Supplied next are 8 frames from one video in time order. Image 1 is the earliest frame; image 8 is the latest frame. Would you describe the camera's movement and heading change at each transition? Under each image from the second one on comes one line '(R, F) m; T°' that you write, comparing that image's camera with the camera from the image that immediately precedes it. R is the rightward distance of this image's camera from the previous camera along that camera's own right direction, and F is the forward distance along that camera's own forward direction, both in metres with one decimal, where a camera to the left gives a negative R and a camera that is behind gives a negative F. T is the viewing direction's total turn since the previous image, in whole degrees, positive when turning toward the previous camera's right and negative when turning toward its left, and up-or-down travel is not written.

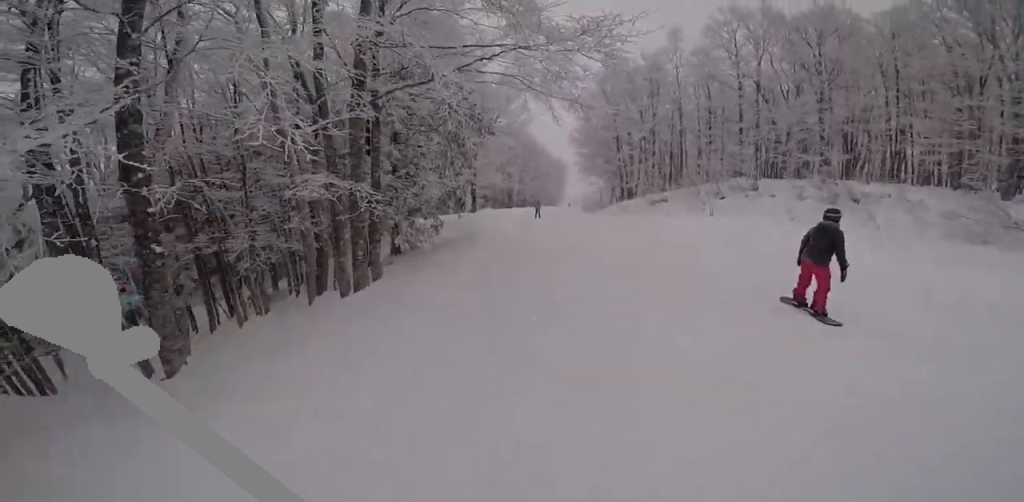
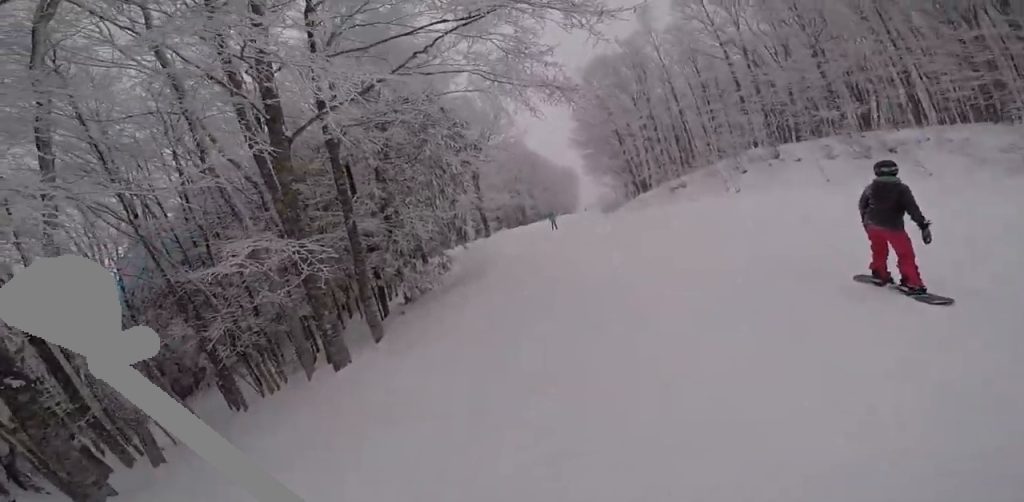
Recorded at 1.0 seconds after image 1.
(0.0, +1.7) m; -7°
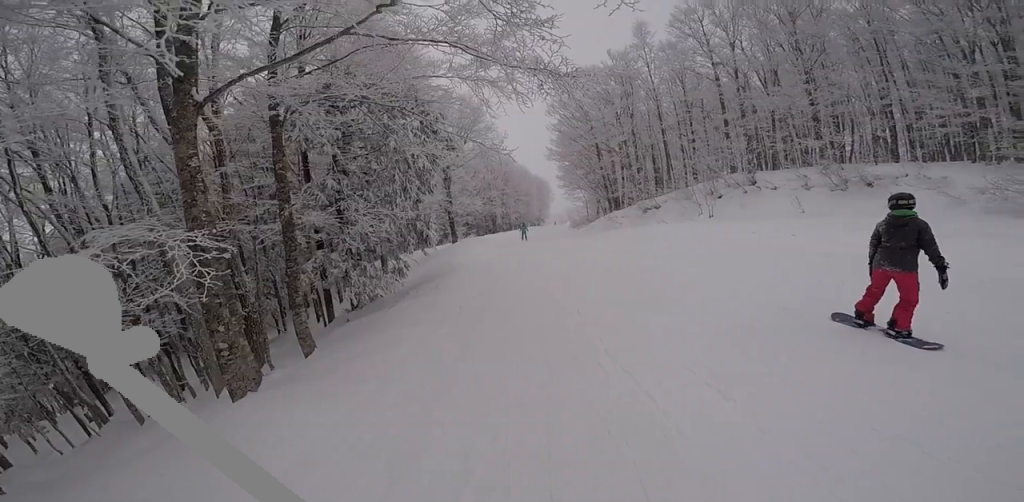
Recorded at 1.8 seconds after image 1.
(0.0, +1.1) m; -14°
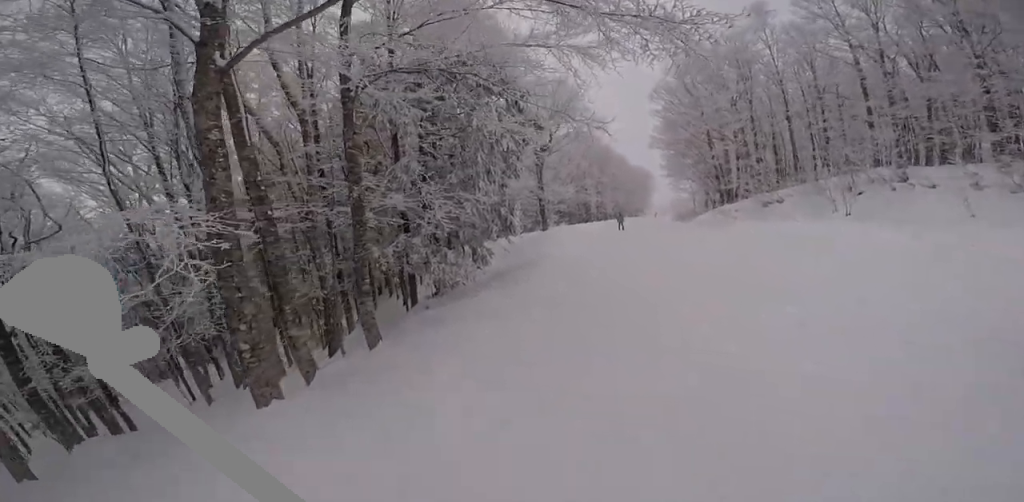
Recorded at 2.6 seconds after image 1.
(-0.3, +1.1) m; -15°
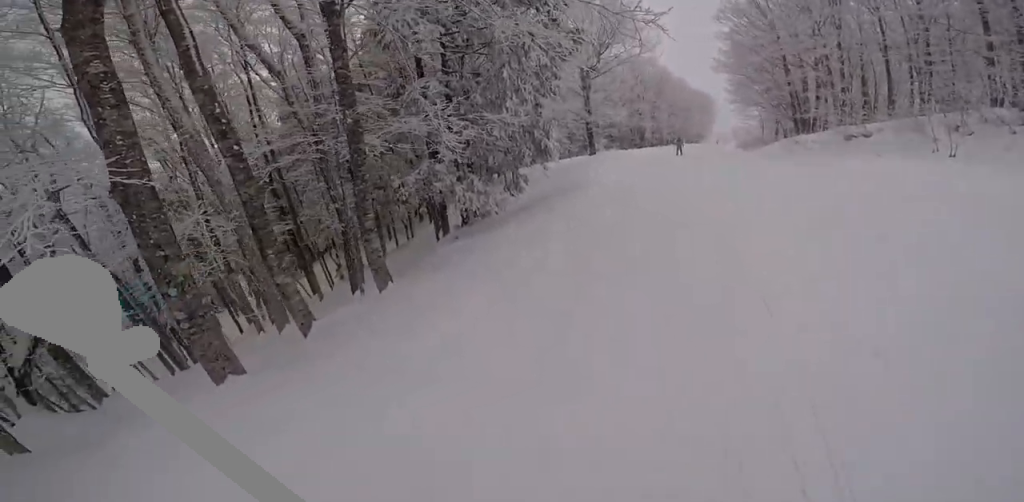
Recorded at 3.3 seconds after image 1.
(-0.1, +1.2) m; +3°
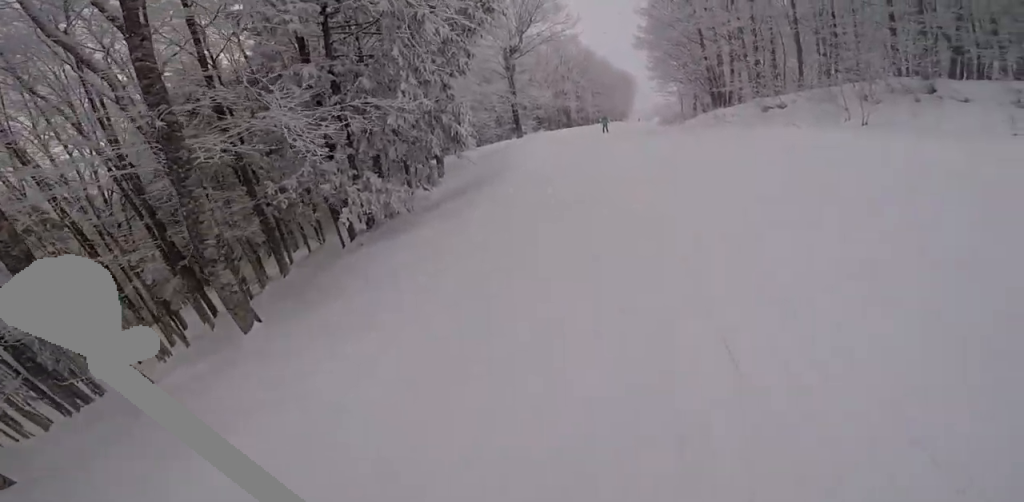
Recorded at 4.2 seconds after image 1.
(+0.1, +1.5) m; +15°
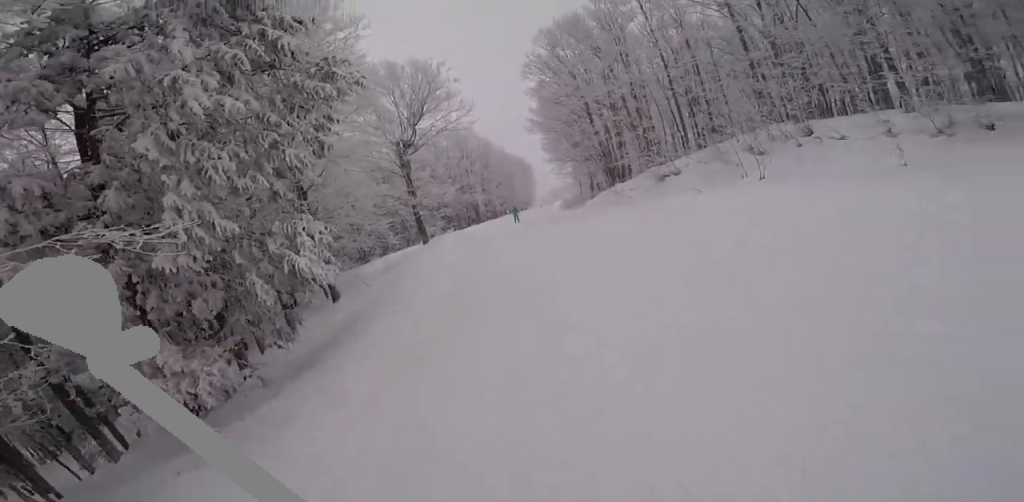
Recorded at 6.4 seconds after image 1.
(+1.0, +4.0) m; +10°
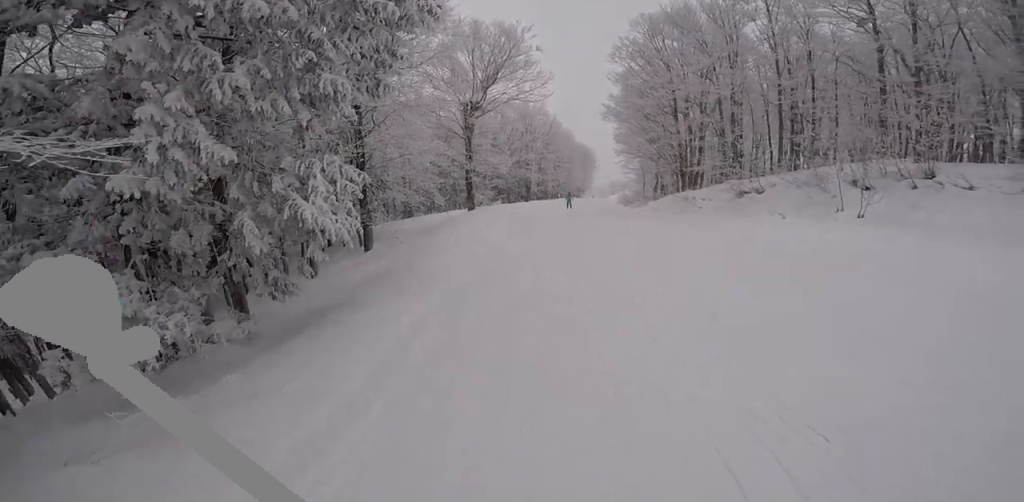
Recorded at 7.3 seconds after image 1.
(-0.2, +1.3) m; -32°
